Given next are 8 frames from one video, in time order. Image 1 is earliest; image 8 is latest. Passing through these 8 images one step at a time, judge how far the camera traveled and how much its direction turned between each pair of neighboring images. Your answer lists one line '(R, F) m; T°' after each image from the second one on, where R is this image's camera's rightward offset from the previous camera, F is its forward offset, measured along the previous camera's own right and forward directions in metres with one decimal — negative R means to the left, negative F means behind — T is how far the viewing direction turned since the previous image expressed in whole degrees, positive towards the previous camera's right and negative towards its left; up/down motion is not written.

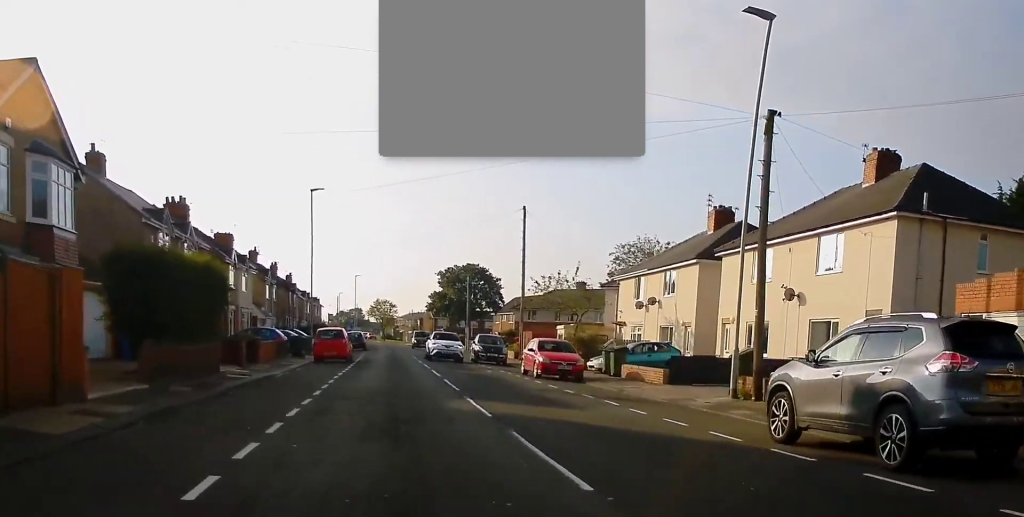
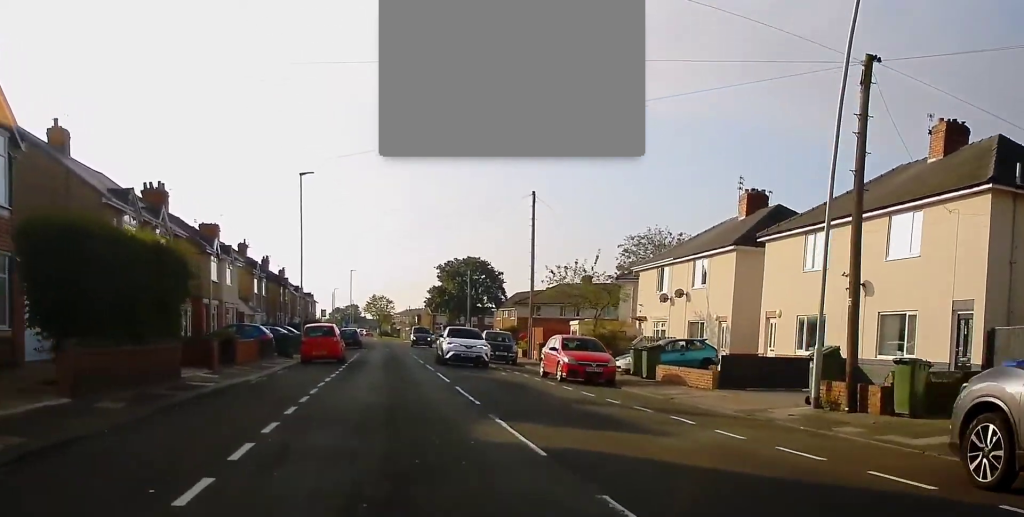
(0.0, +4.2) m; 0°
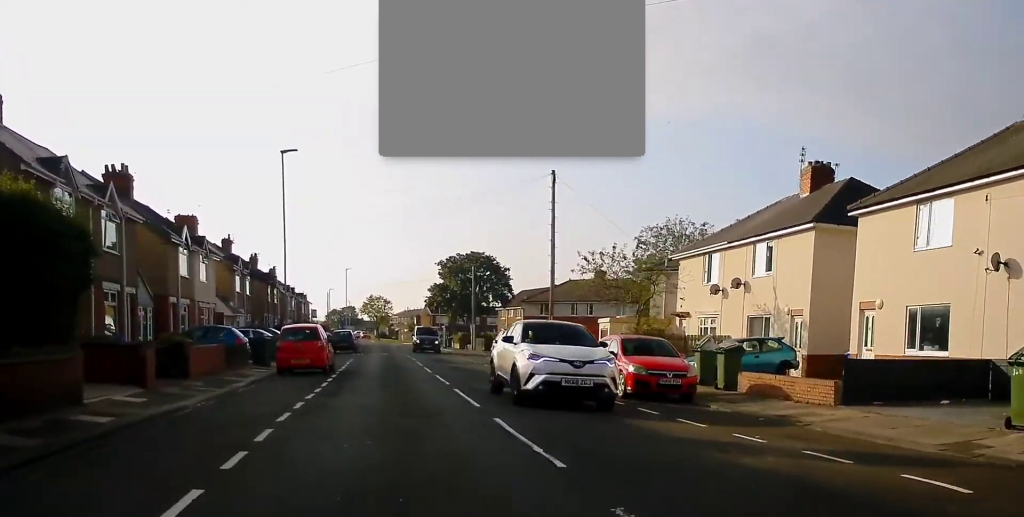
(+0.1, +6.6) m; +1°
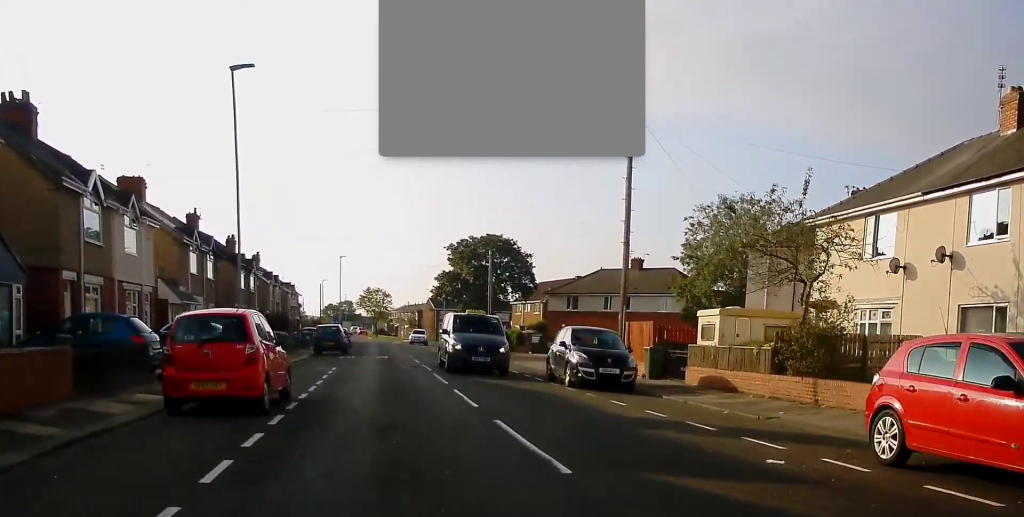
(+0.2, +12.8) m; +1°
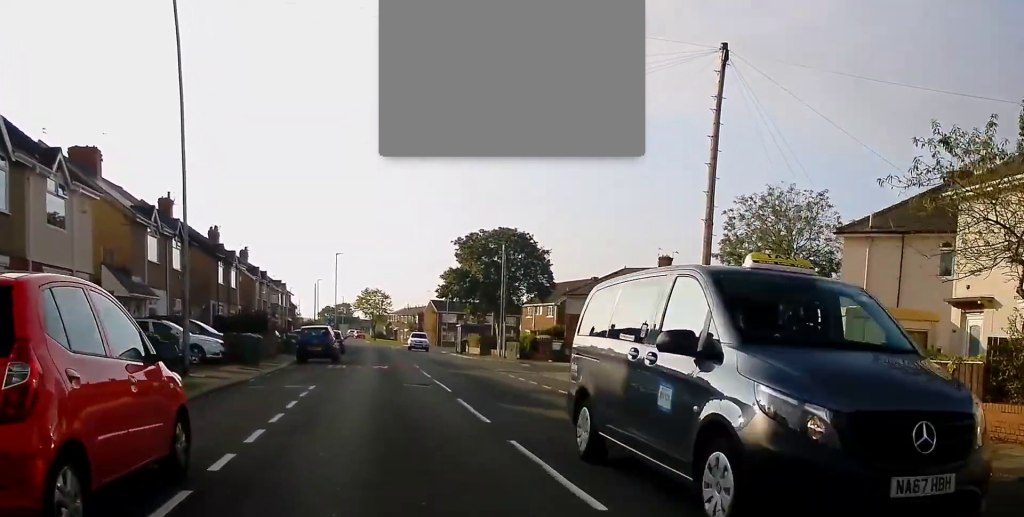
(-0.1, +7.5) m; -1°
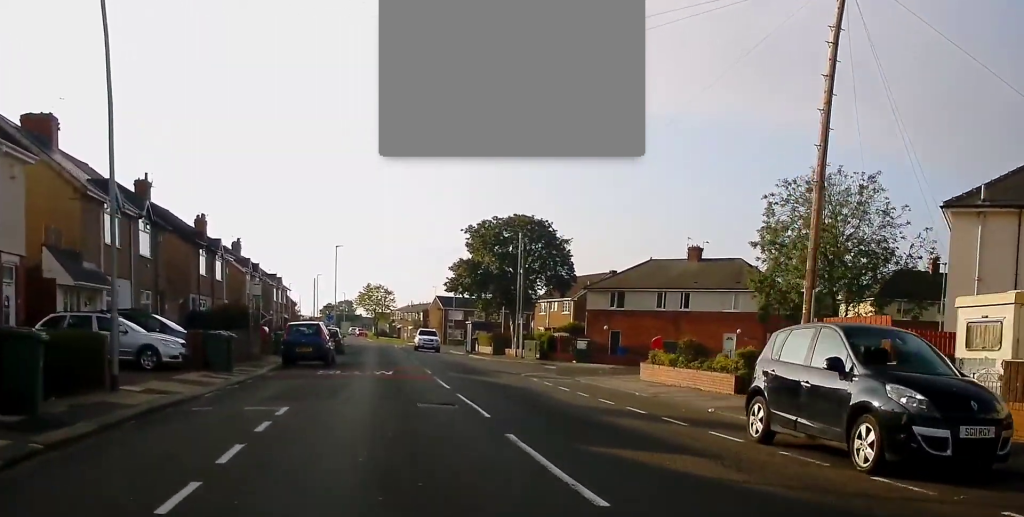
(-0.1, +5.8) m; -1°
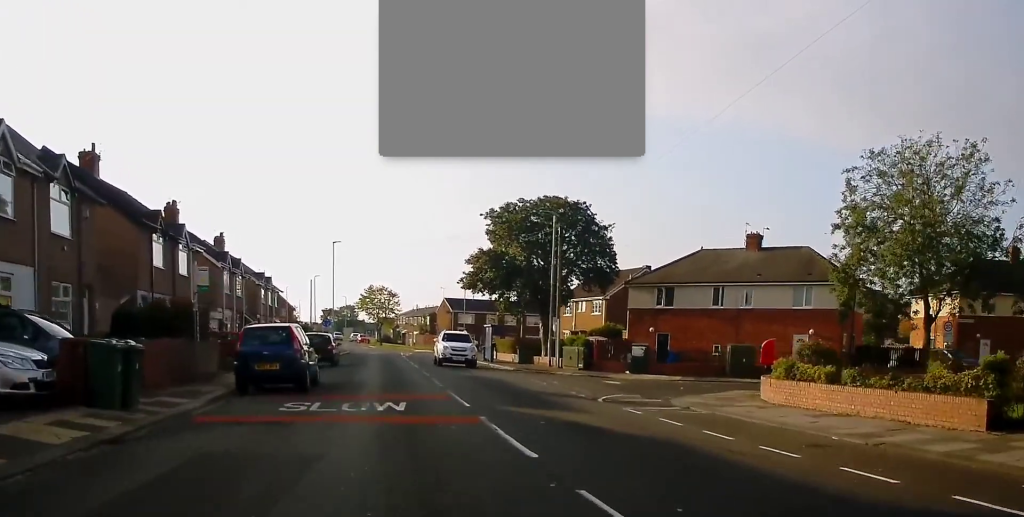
(+0.2, +9.4) m; +1°
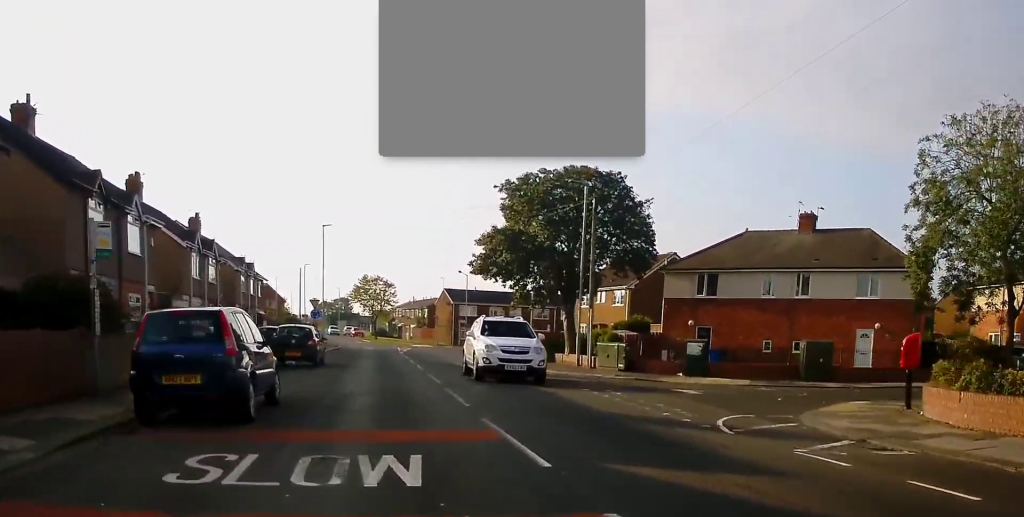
(0.0, +7.2) m; -1°
